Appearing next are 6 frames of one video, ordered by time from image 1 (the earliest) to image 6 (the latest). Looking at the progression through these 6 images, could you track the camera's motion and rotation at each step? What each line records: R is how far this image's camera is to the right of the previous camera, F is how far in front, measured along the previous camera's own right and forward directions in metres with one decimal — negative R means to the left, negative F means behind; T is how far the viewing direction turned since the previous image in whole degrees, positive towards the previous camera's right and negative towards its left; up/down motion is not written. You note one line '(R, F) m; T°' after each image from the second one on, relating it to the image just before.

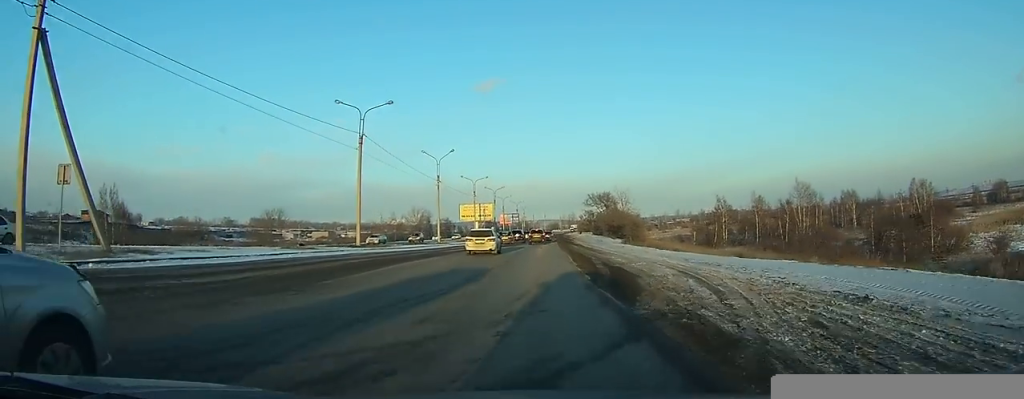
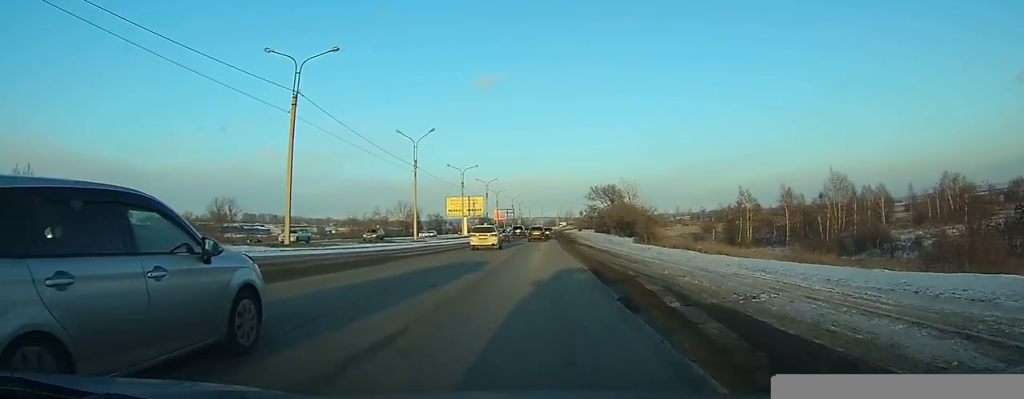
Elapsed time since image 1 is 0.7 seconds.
(+0.1, +12.1) m; +1°
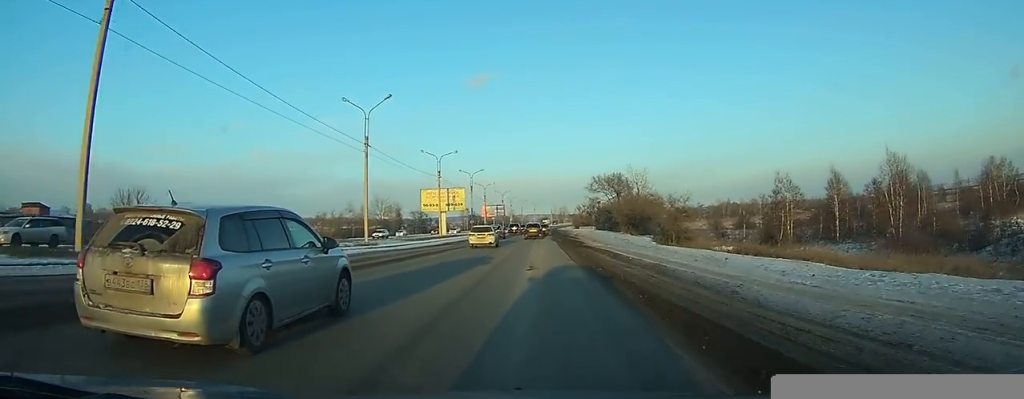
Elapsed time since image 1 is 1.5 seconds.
(+0.1, +15.1) m; +1°
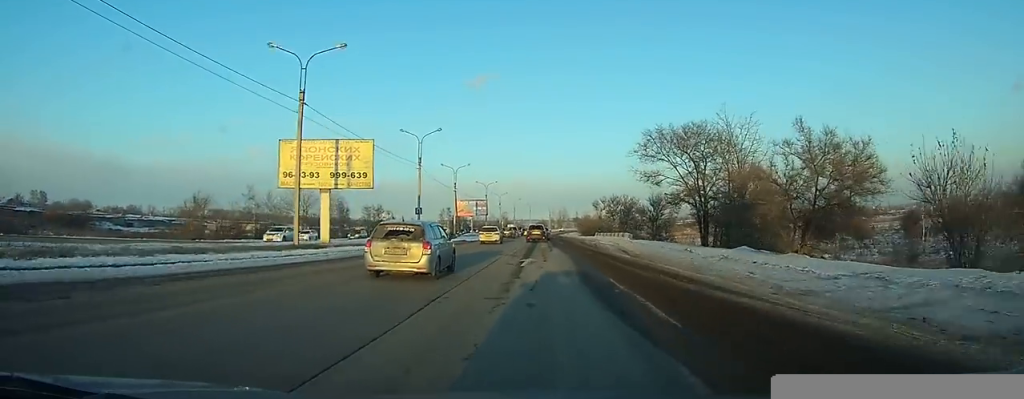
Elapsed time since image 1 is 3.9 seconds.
(+0.4, +44.1) m; +1°
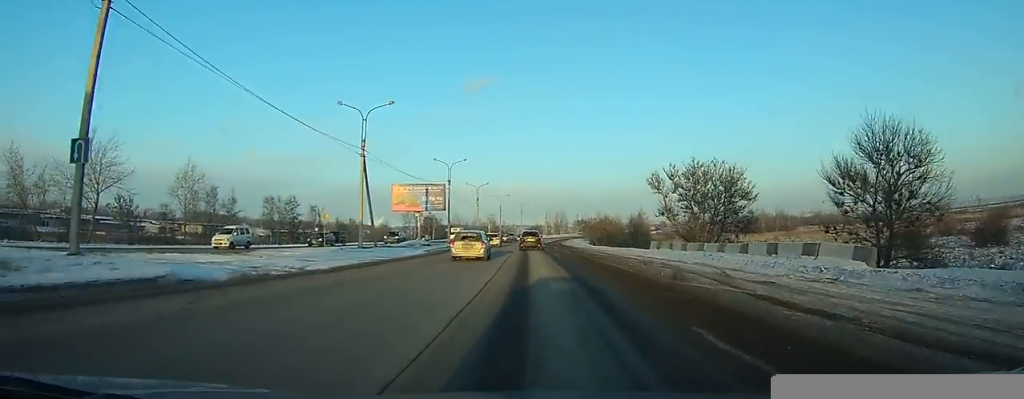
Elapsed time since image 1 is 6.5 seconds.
(0.0, +47.5) m; 0°
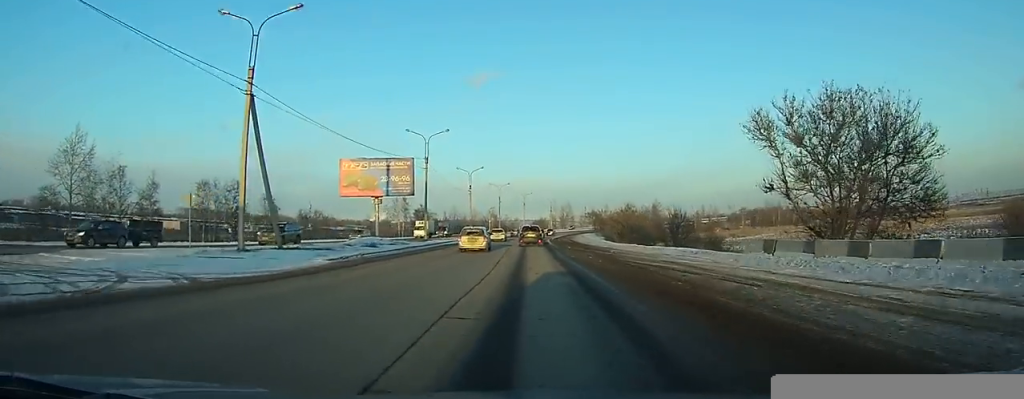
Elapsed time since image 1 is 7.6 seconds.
(0.0, +19.3) m; 0°
